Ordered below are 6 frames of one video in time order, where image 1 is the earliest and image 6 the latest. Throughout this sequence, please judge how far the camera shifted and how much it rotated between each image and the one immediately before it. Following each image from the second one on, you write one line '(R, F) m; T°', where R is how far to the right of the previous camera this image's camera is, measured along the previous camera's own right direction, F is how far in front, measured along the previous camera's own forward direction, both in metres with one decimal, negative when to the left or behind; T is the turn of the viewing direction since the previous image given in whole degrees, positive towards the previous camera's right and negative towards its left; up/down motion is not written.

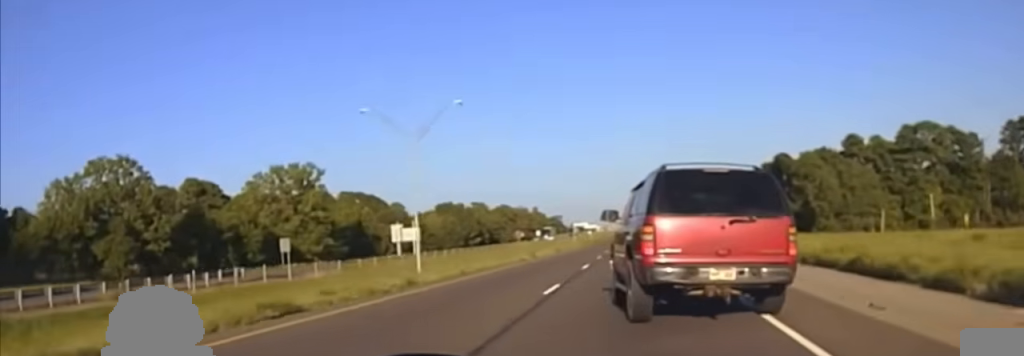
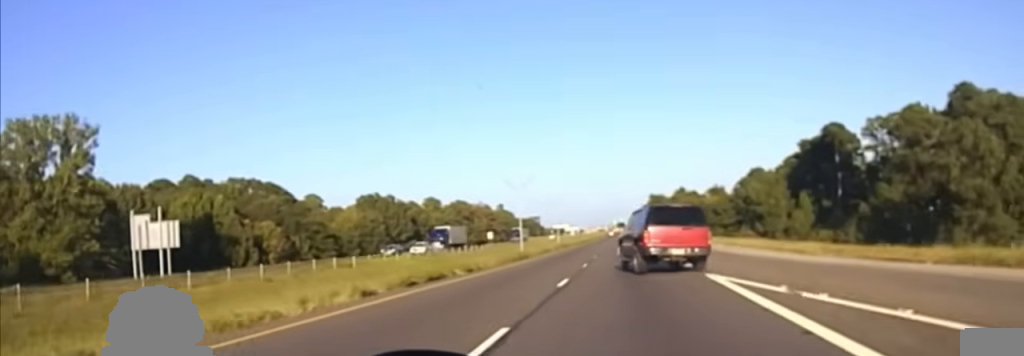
(+1.0, +87.1) m; +1°
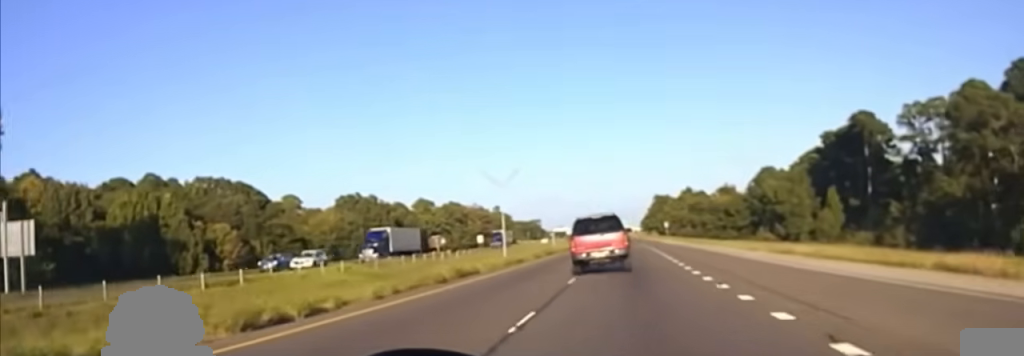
(+0.1, +21.3) m; 0°
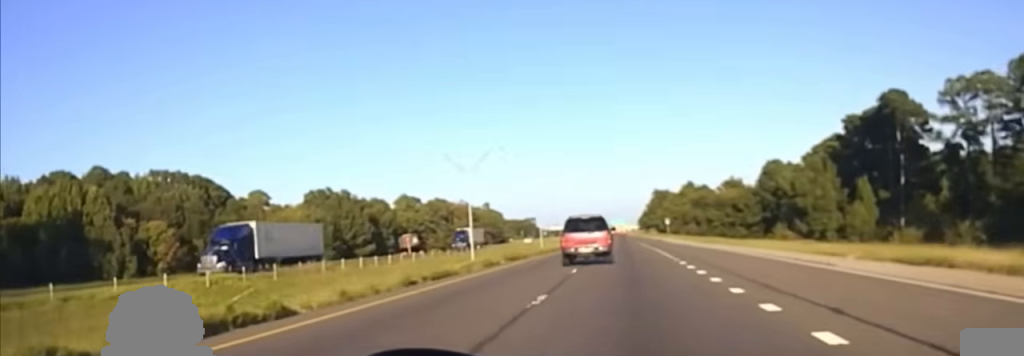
(+0.2, +20.9) m; 0°
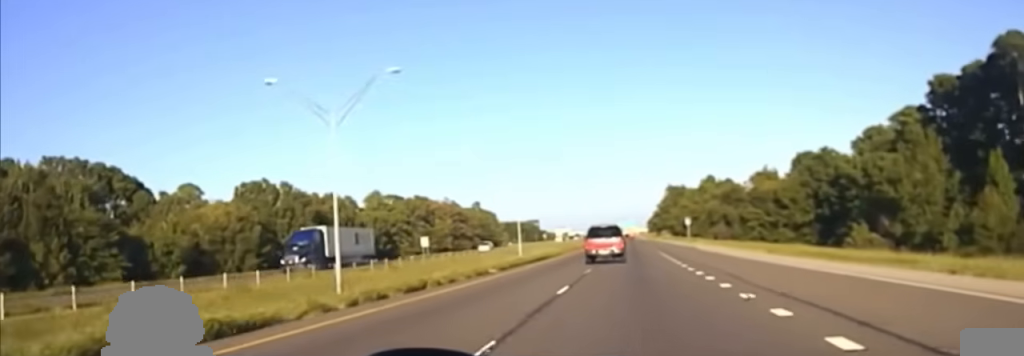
(-0.4, +42.6) m; -1°
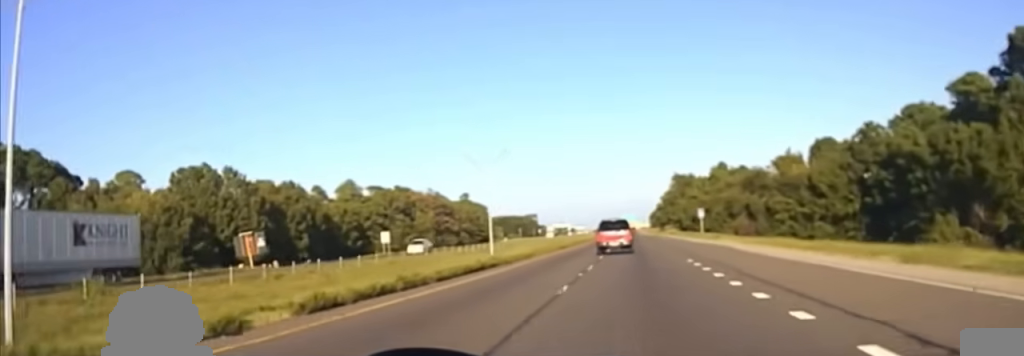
(0.0, +25.4) m; 0°
